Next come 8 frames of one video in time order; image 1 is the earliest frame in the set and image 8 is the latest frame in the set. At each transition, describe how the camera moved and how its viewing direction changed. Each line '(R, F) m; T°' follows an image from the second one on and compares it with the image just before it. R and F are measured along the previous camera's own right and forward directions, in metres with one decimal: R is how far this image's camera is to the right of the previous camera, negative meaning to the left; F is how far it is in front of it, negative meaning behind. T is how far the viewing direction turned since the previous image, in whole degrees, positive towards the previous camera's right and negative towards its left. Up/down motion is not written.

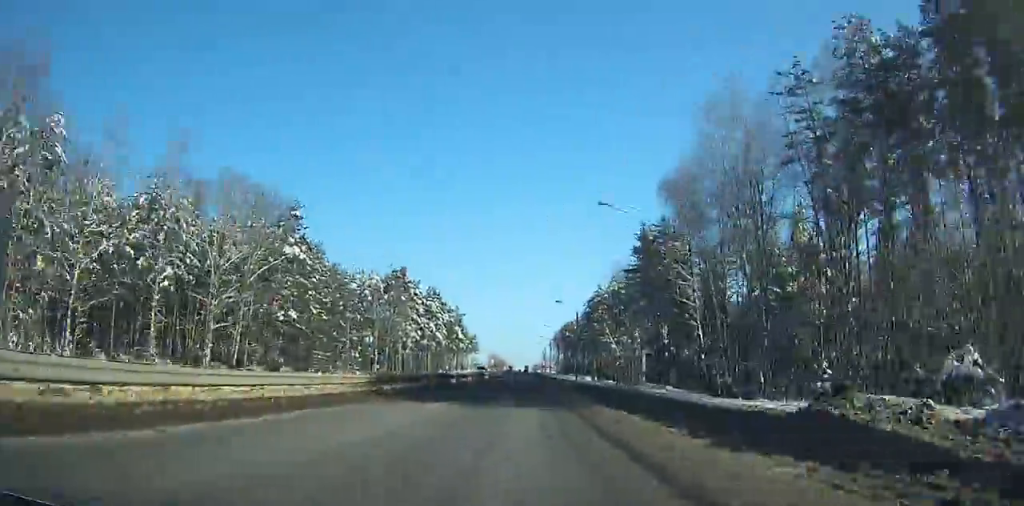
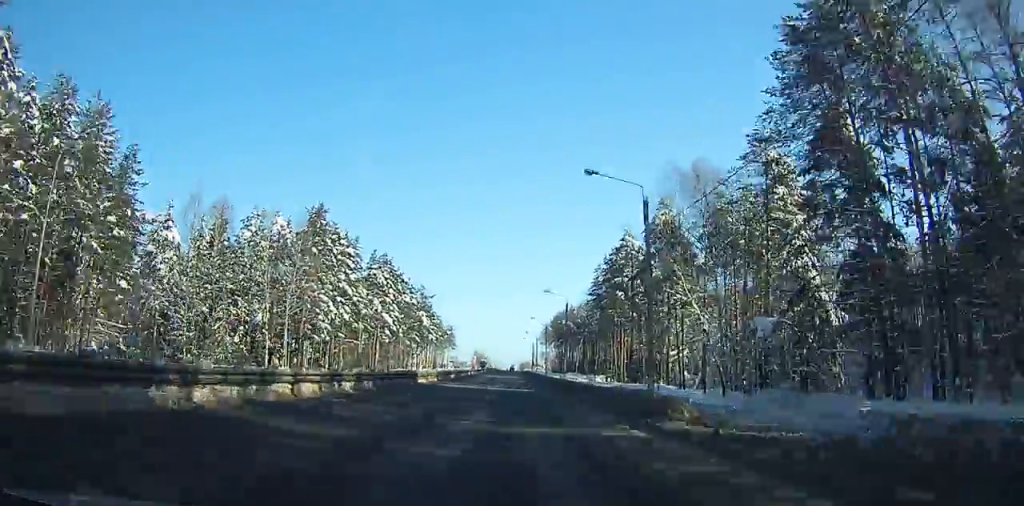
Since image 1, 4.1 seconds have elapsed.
(+0.8, +48.6) m; 0°
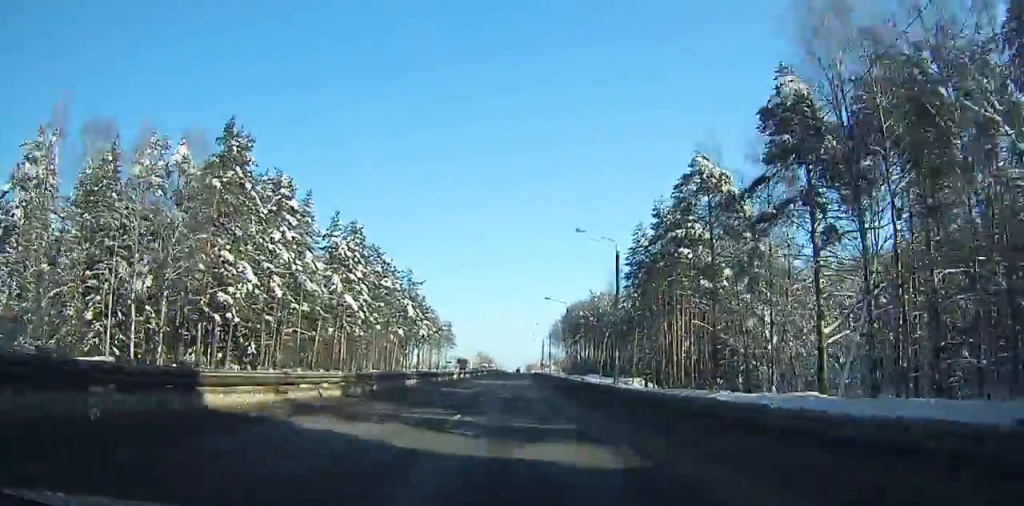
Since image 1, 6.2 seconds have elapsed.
(-0.3, +29.9) m; -2°
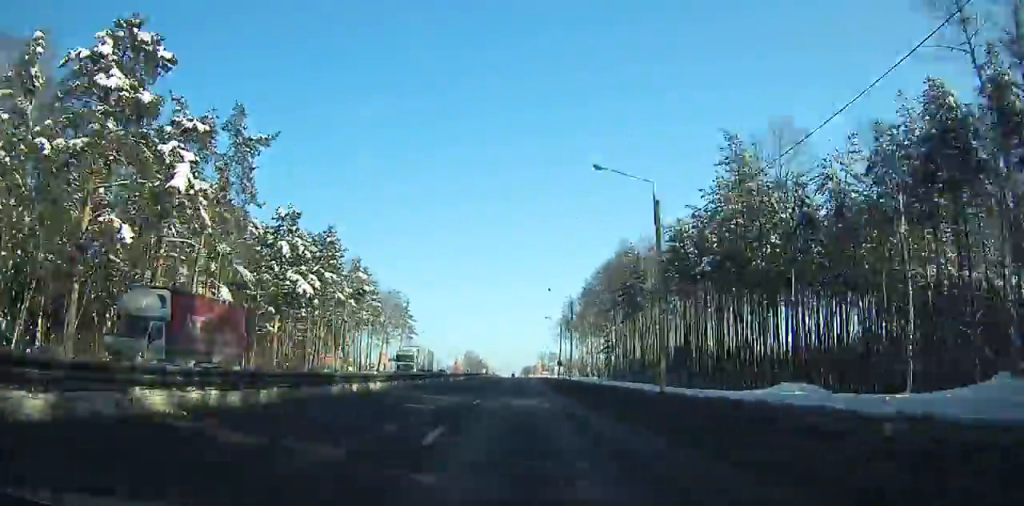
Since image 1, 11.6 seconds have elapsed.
(-3.5, +91.3) m; -1°
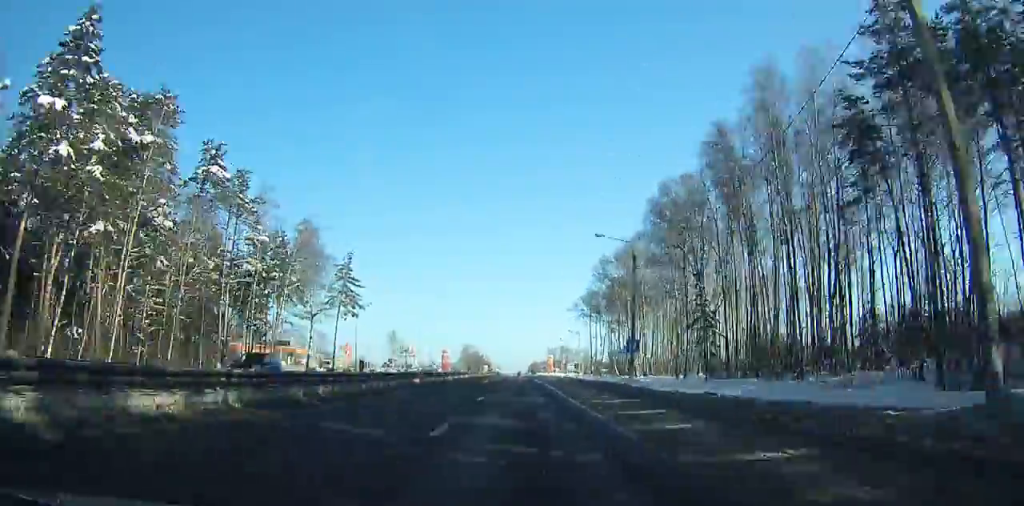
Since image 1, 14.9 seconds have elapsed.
(+2.4, +61.8) m; +4°
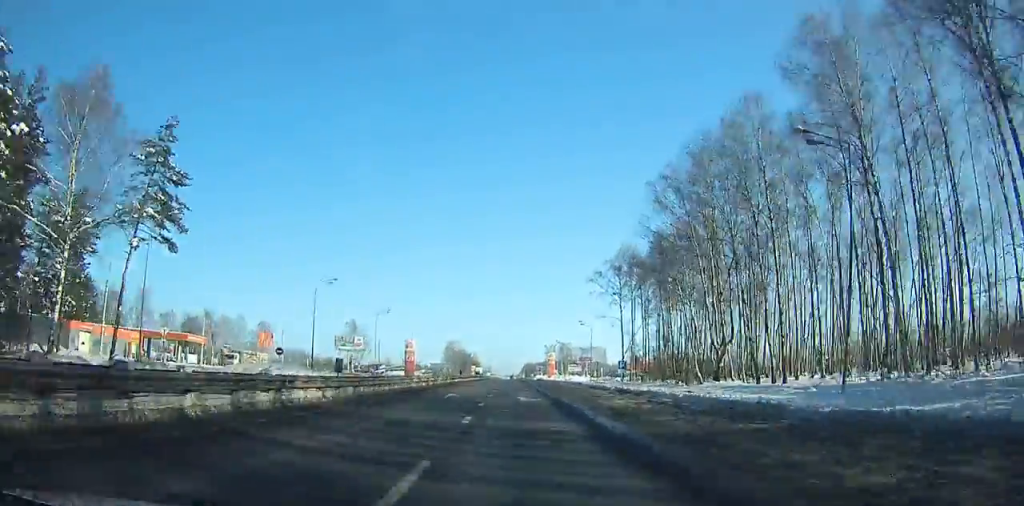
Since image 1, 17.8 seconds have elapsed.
(+1.5, +56.3) m; +1°
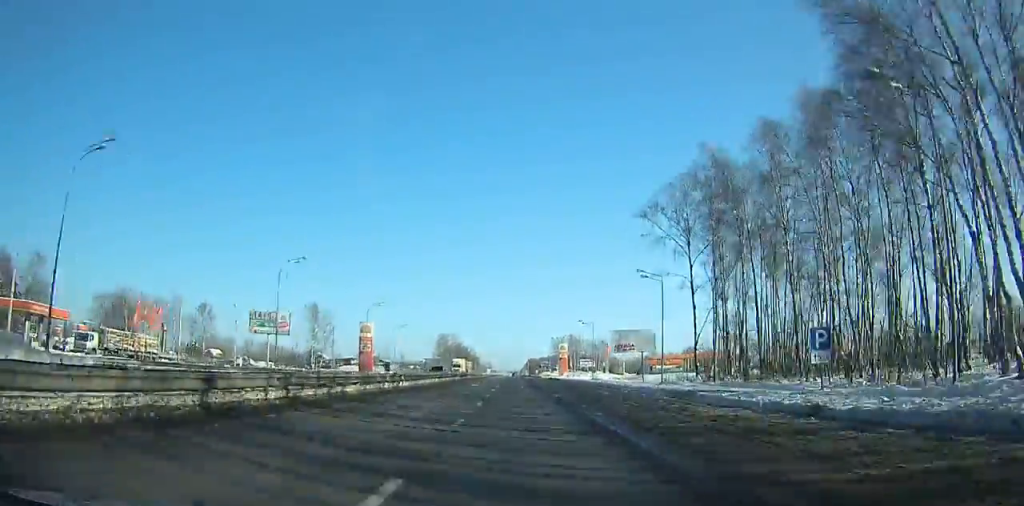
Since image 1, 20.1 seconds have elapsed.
(-0.6, +45.8) m; -1°
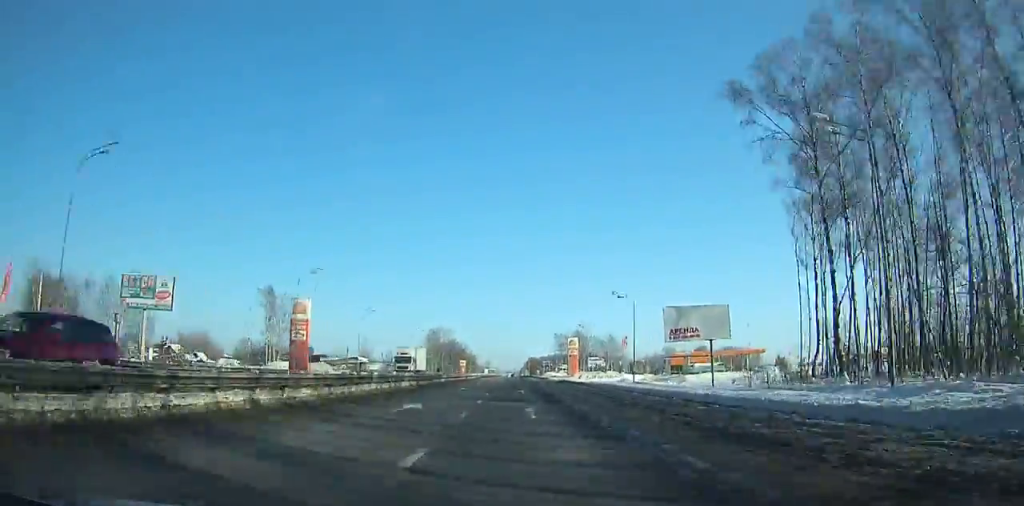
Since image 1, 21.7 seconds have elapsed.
(-0.1, +31.8) m; 0°
